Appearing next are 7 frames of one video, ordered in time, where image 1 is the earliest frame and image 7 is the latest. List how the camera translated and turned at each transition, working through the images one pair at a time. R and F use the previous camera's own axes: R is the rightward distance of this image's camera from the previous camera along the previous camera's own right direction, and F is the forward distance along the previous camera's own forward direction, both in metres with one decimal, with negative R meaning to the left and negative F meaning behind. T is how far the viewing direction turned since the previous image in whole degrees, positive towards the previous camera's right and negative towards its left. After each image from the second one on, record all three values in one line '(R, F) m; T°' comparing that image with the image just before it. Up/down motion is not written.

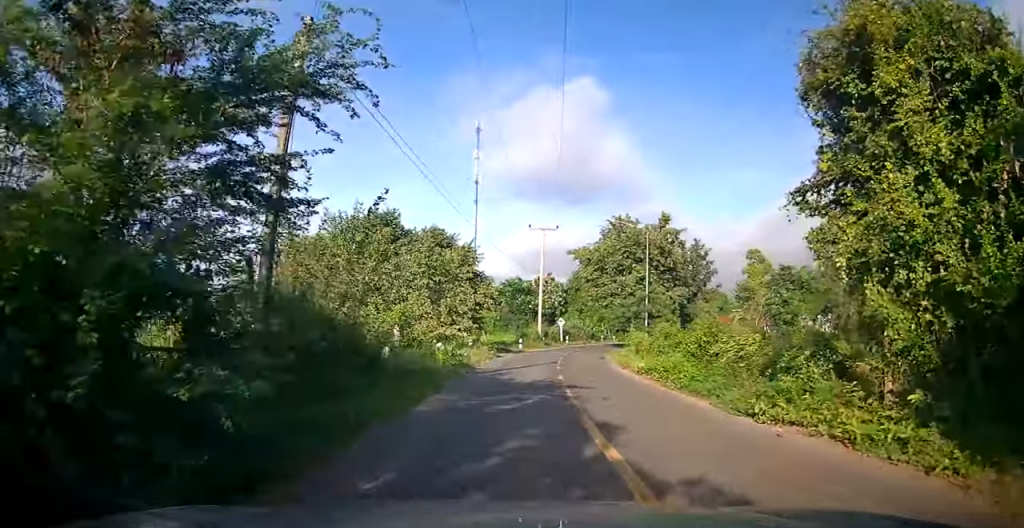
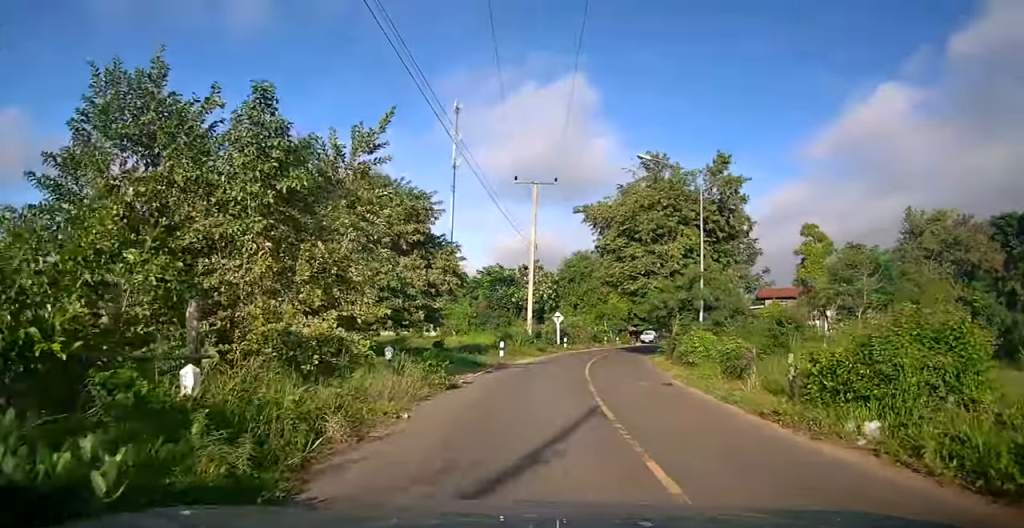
(+0.1, +14.9) m; +2°
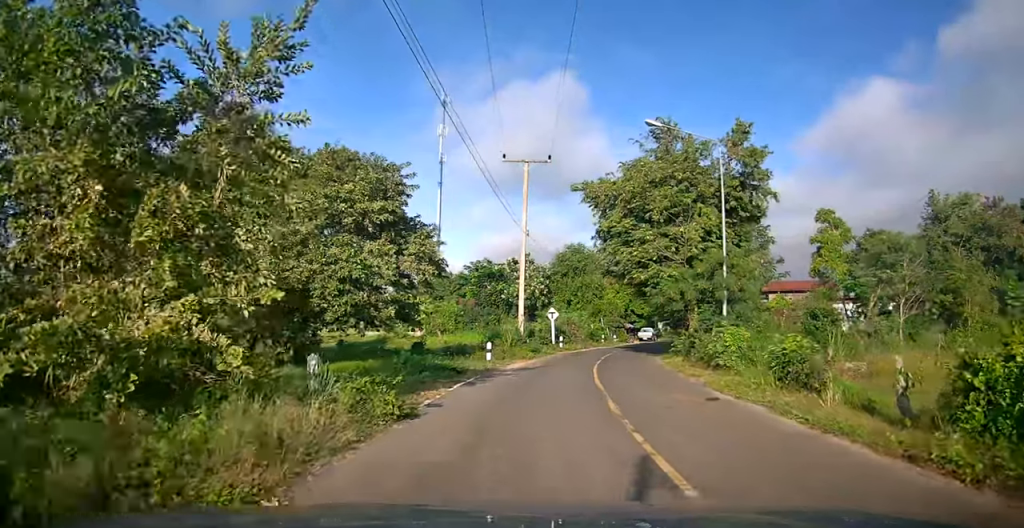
(+0.1, +3.9) m; +1°
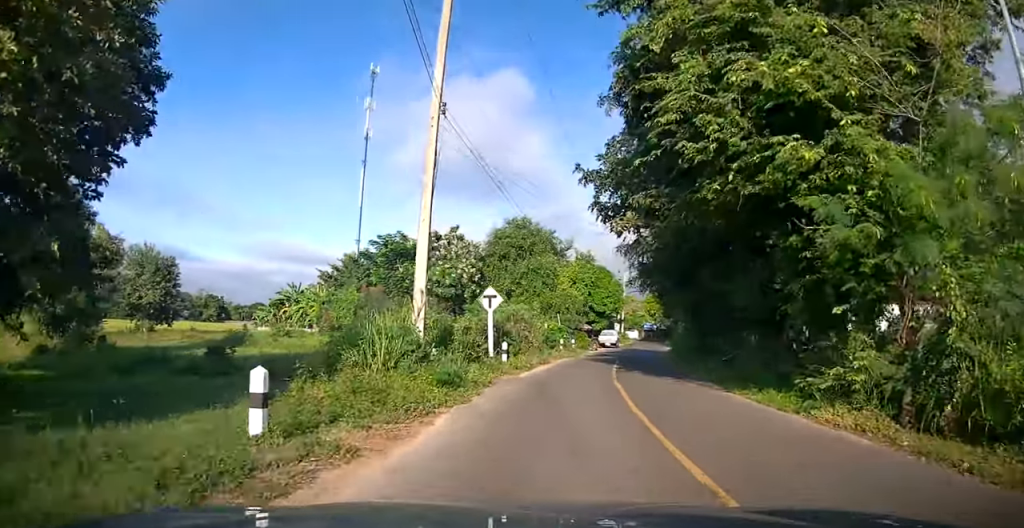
(+0.6, +16.5) m; +6°
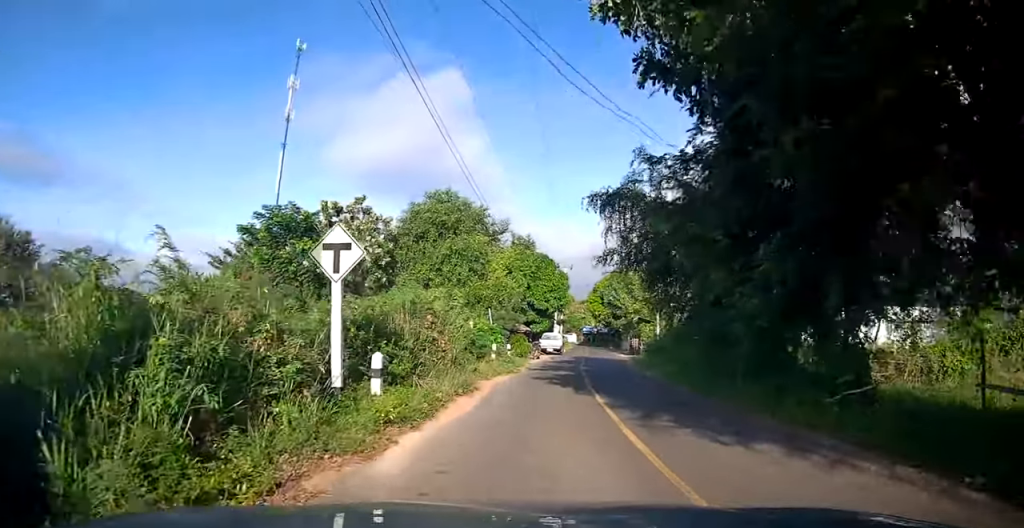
(+0.5, +10.3) m; +4°
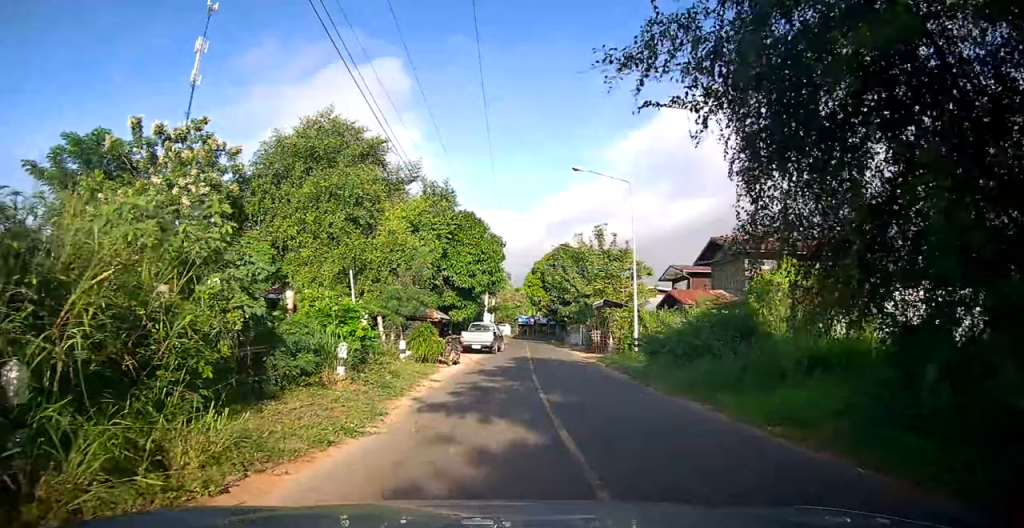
(+0.7, +12.9) m; +8°
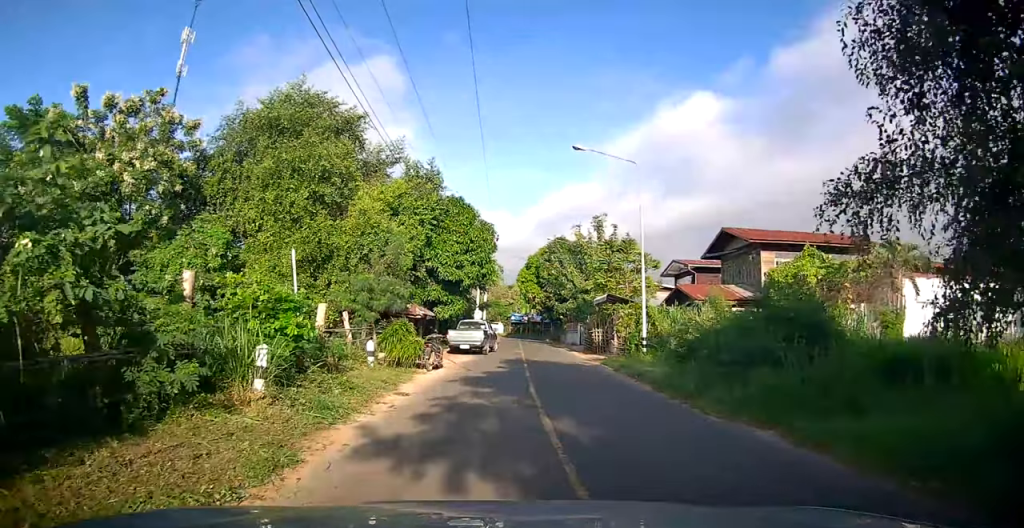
(+0.1, +3.3) m; +3°
